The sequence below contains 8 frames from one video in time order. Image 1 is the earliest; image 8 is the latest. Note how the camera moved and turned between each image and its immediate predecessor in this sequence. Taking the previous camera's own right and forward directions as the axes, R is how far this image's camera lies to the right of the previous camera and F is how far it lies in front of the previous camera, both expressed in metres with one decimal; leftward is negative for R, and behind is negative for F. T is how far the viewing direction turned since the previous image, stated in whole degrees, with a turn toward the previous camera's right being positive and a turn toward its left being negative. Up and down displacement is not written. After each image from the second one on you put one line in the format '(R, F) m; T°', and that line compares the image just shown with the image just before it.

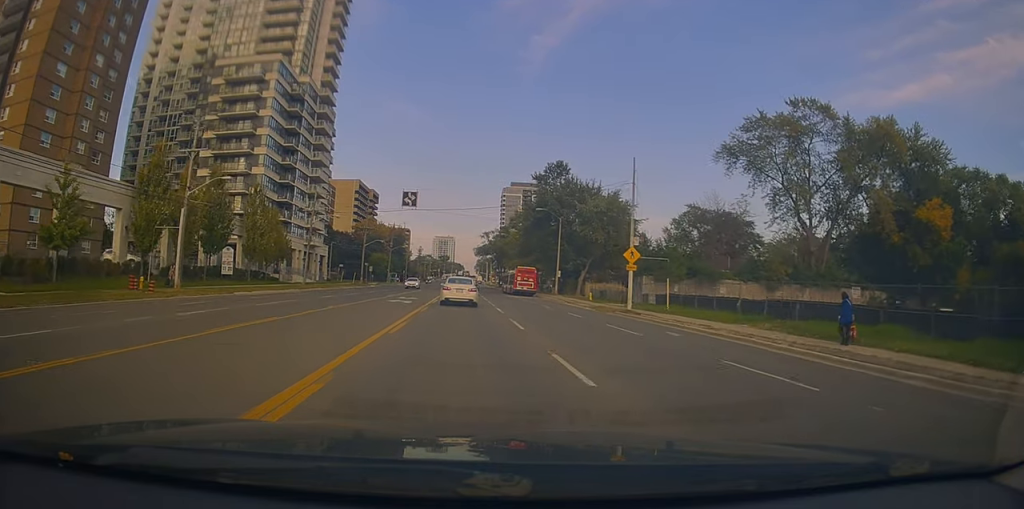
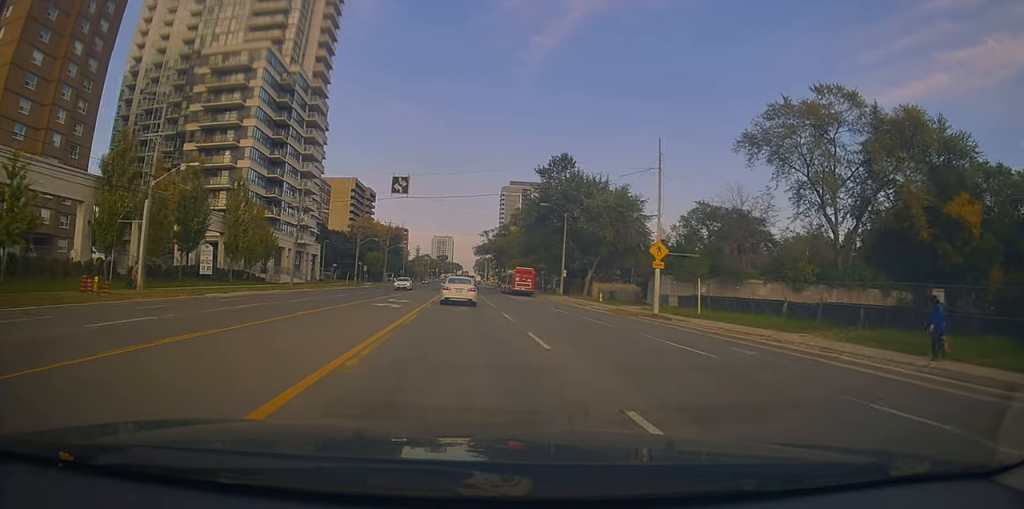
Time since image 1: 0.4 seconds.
(-0.2, +4.8) m; 0°
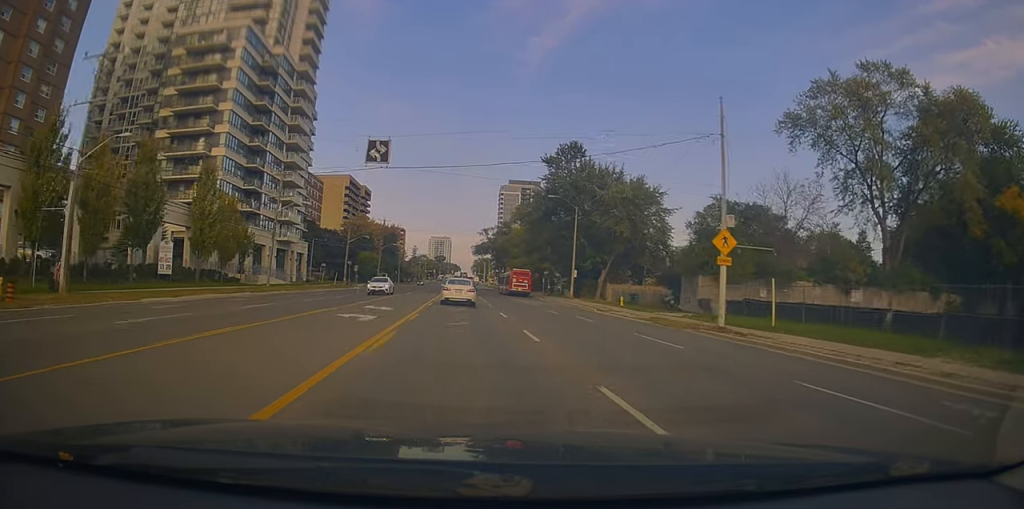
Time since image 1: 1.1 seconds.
(+0.1, +7.7) m; +1°
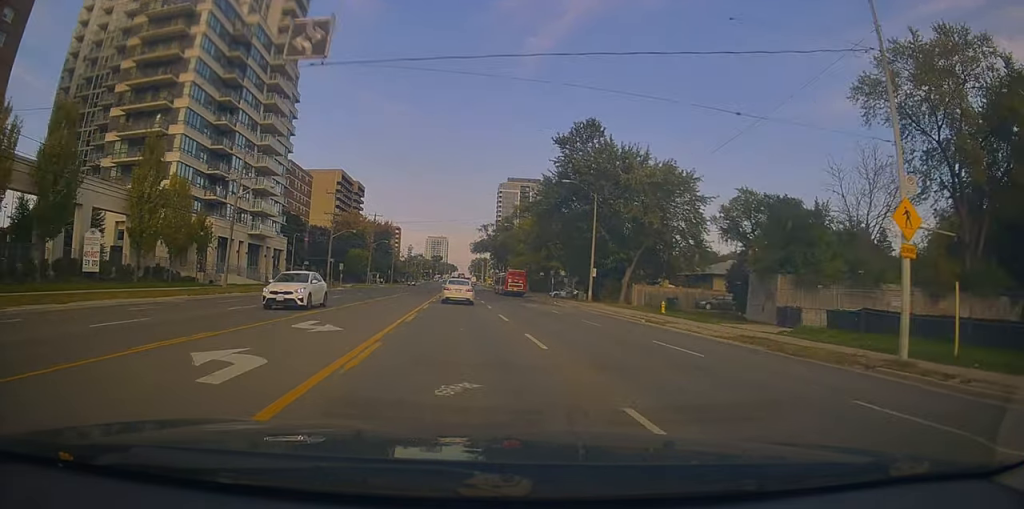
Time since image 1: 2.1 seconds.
(+0.3, +10.5) m; 0°
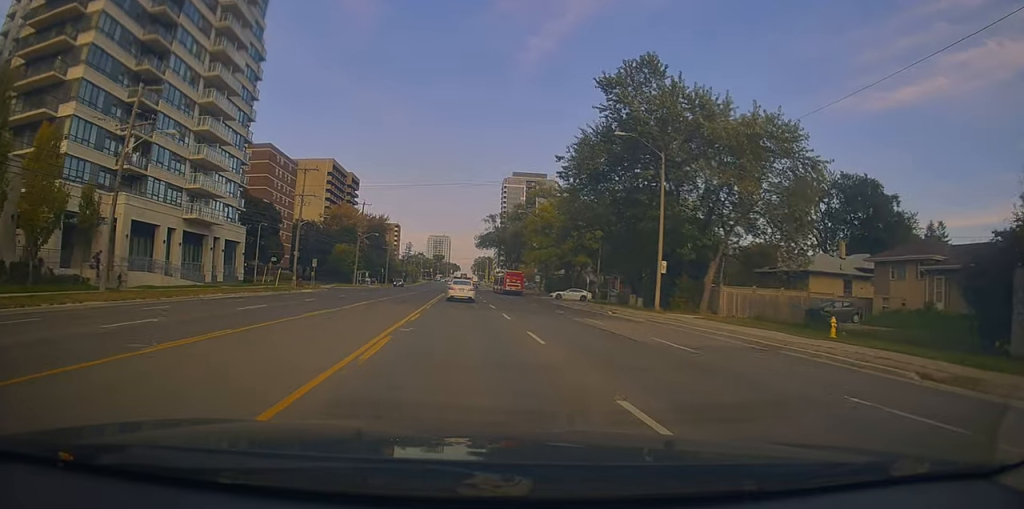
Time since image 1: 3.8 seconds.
(-0.8, +18.1) m; -1°
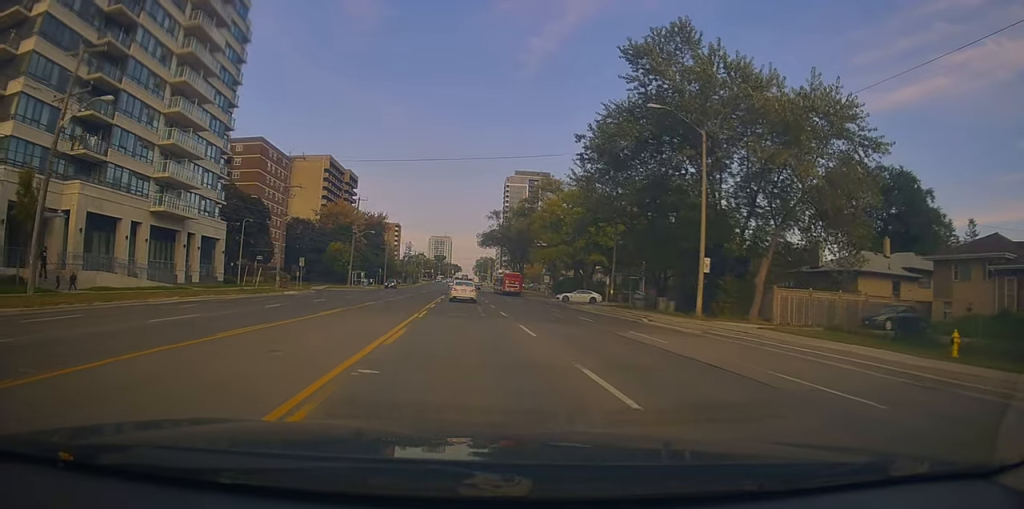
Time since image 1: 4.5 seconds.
(+0.5, +6.3) m; +2°
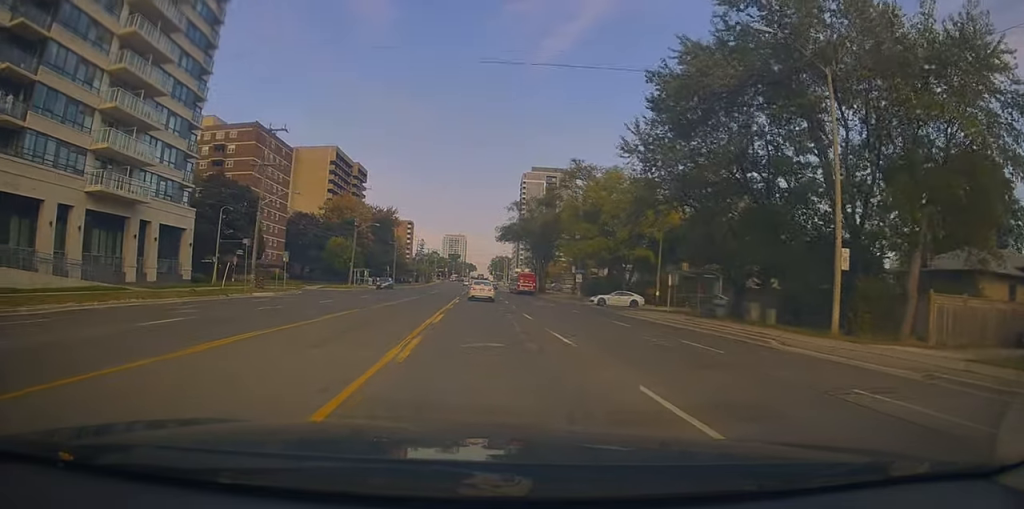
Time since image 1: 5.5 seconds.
(-0.1, +10.6) m; -1°
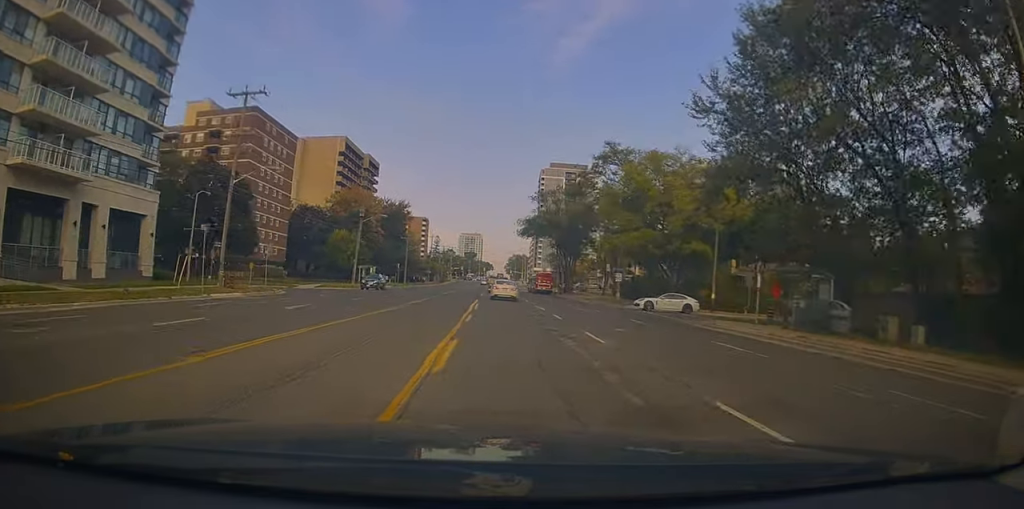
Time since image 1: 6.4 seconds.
(-0.1, +9.2) m; -3°
